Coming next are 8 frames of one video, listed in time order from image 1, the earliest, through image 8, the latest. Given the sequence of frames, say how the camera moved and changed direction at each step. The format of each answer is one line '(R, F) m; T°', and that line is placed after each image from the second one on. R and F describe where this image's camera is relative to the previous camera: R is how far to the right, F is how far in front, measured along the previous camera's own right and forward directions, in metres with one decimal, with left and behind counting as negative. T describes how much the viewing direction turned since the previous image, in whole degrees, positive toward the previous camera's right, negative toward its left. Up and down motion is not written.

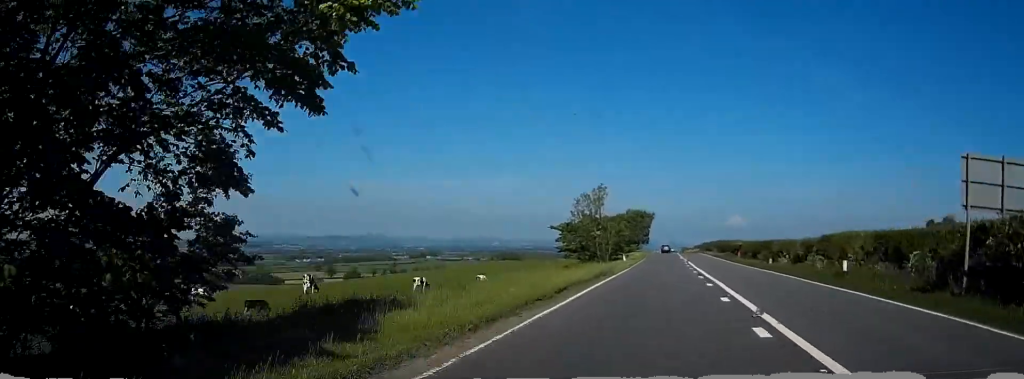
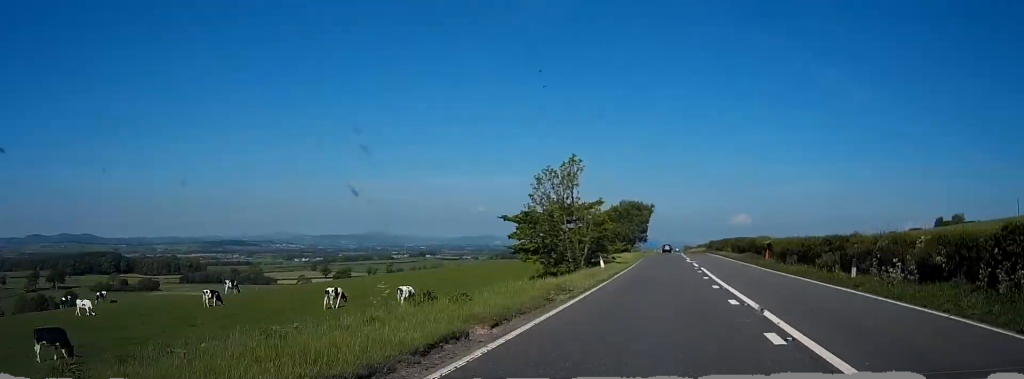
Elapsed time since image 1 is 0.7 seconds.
(-0.1, +18.4) m; 0°
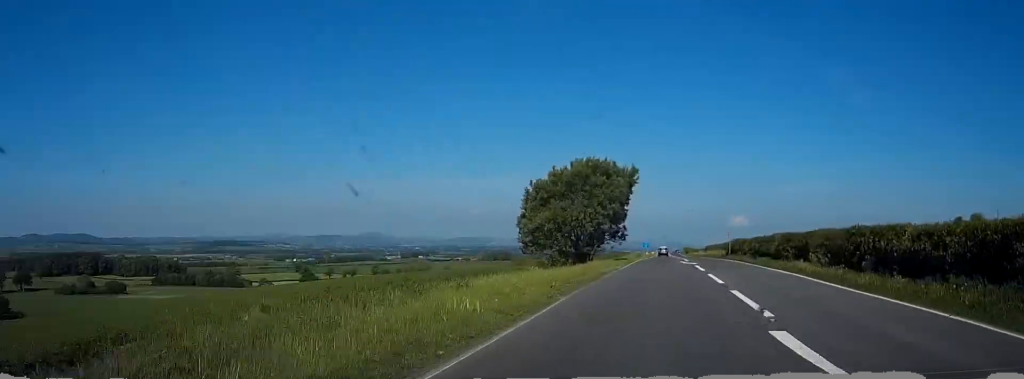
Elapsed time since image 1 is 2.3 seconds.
(+0.1, +44.5) m; 0°
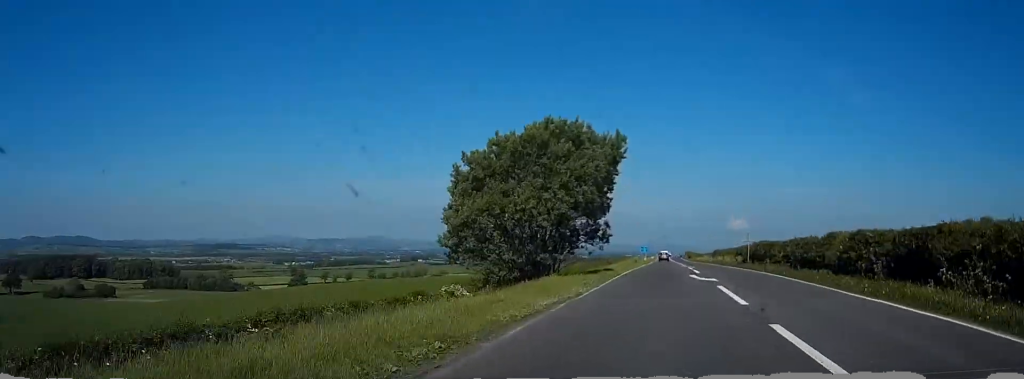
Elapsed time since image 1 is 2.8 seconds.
(0.0, +15.8) m; 0°
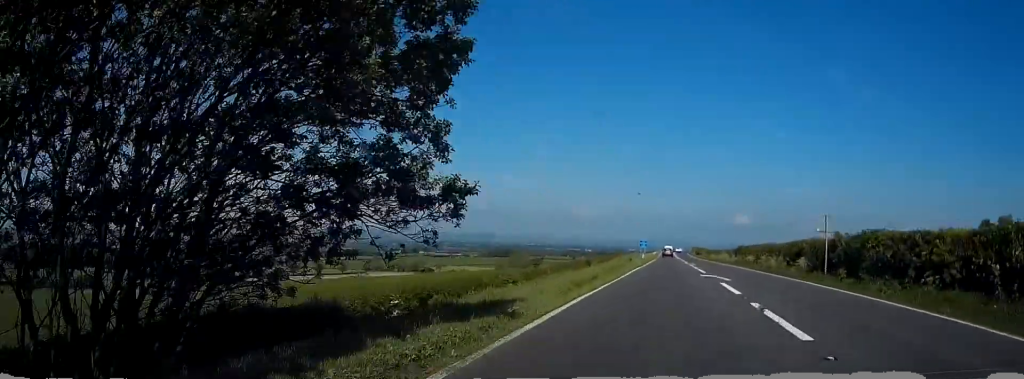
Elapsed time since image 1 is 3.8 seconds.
(-0.1, +26.6) m; 0°
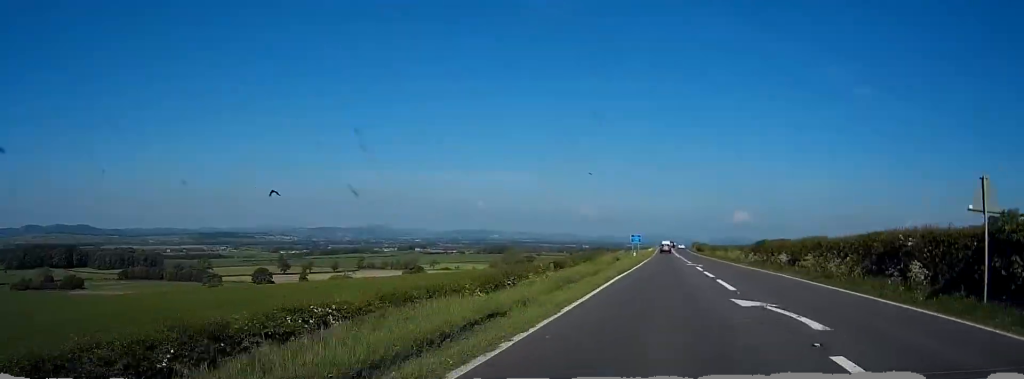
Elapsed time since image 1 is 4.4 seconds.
(-0.1, +16.3) m; 0°
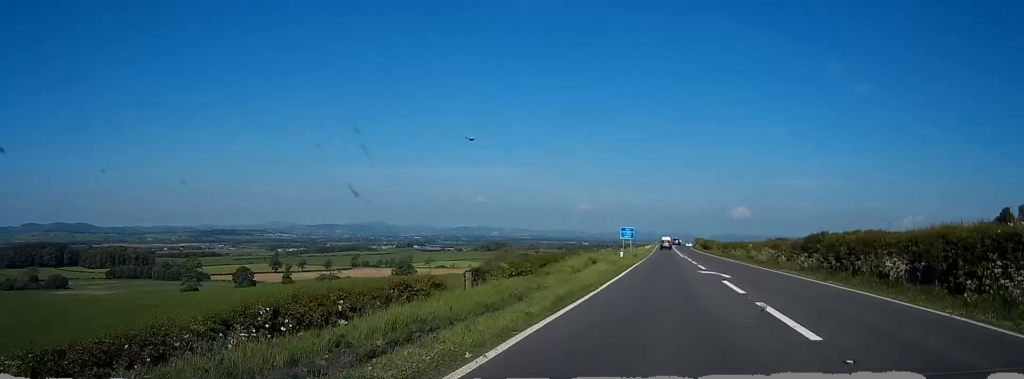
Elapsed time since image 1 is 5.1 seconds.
(0.0, +19.8) m; 0°
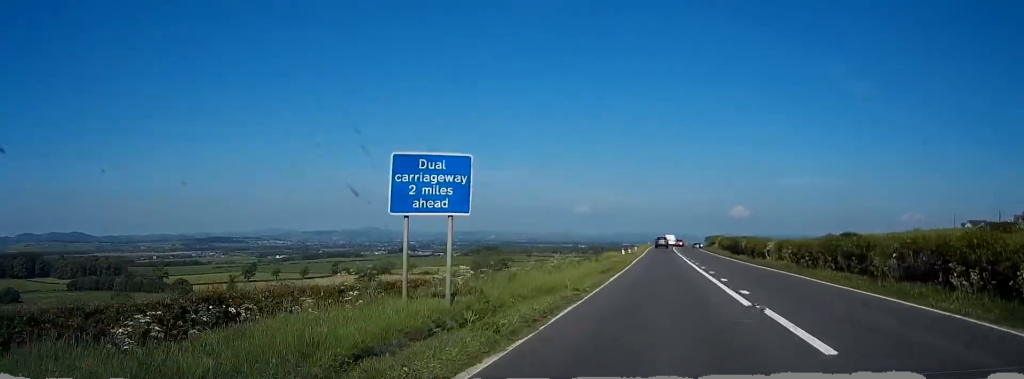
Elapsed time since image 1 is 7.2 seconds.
(+0.2, +55.0) m; 0°
